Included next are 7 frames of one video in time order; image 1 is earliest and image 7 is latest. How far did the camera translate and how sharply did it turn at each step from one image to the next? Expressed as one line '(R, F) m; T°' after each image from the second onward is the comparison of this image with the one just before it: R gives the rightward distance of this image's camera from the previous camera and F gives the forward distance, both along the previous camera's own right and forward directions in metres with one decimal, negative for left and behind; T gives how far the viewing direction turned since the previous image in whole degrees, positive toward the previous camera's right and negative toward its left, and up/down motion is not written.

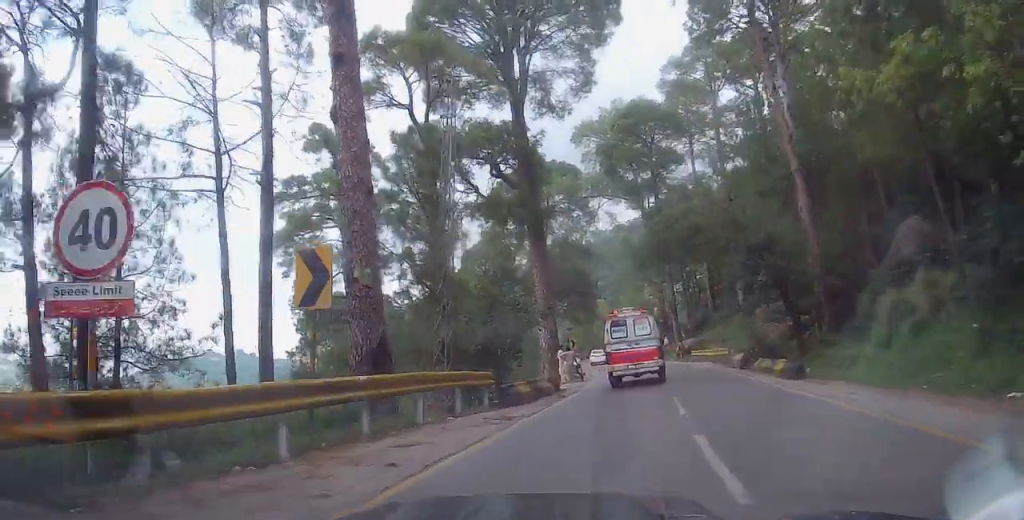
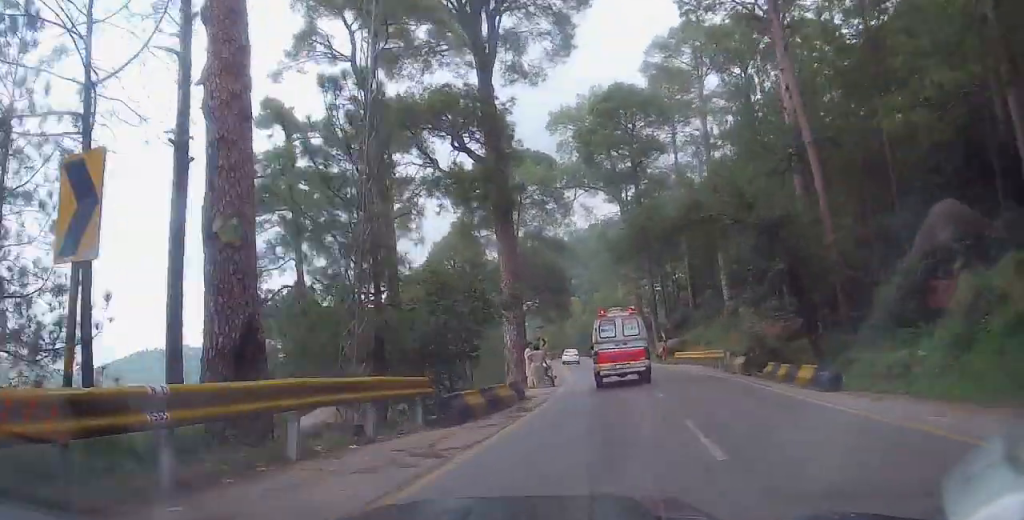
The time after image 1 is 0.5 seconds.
(+0.2, +4.4) m; +1°
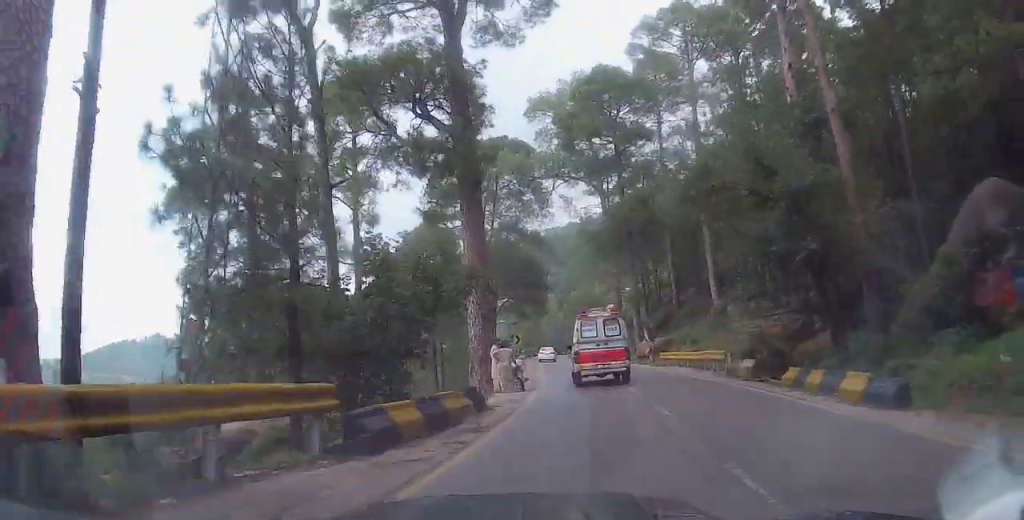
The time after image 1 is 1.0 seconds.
(-0.2, +3.8) m; 0°
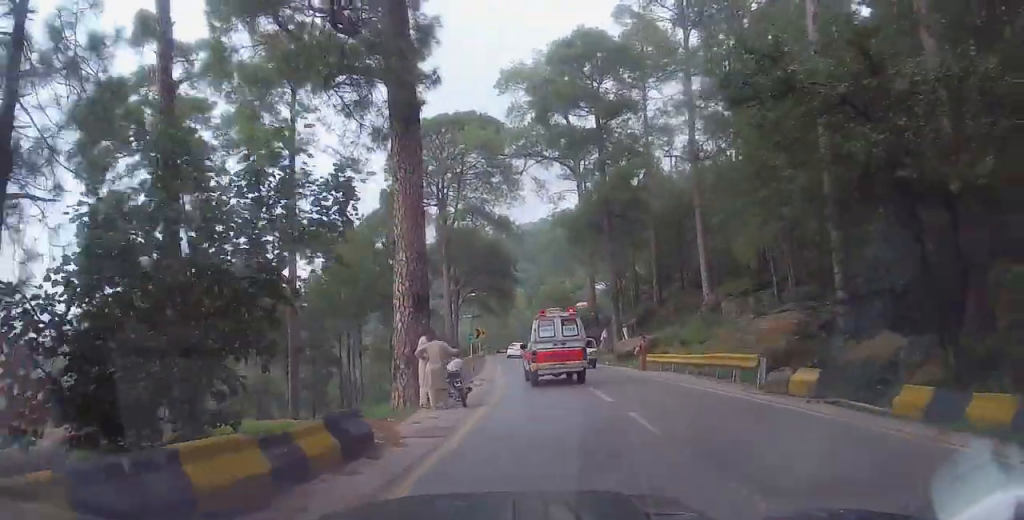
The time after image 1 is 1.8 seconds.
(0.0, +6.8) m; +2°
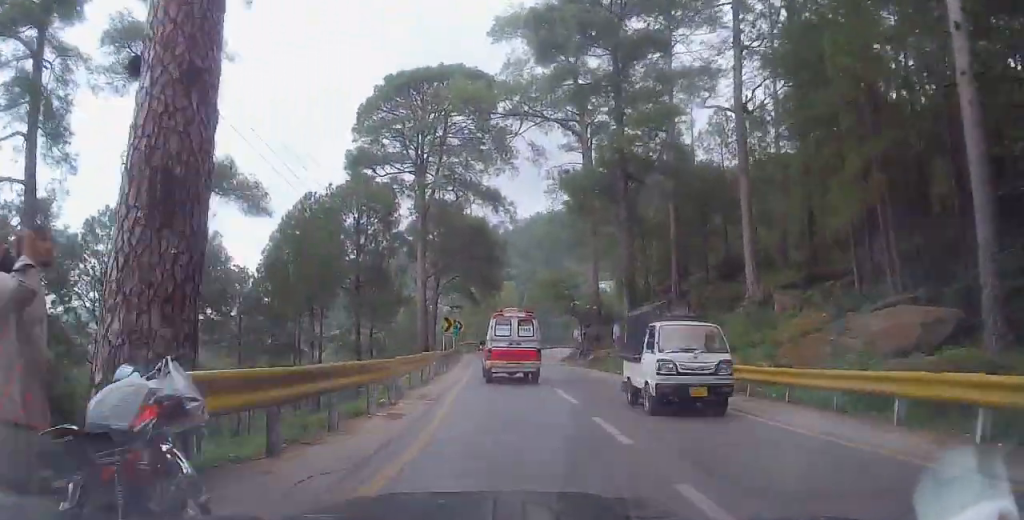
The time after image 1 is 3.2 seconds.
(+0.6, +11.1) m; +1°
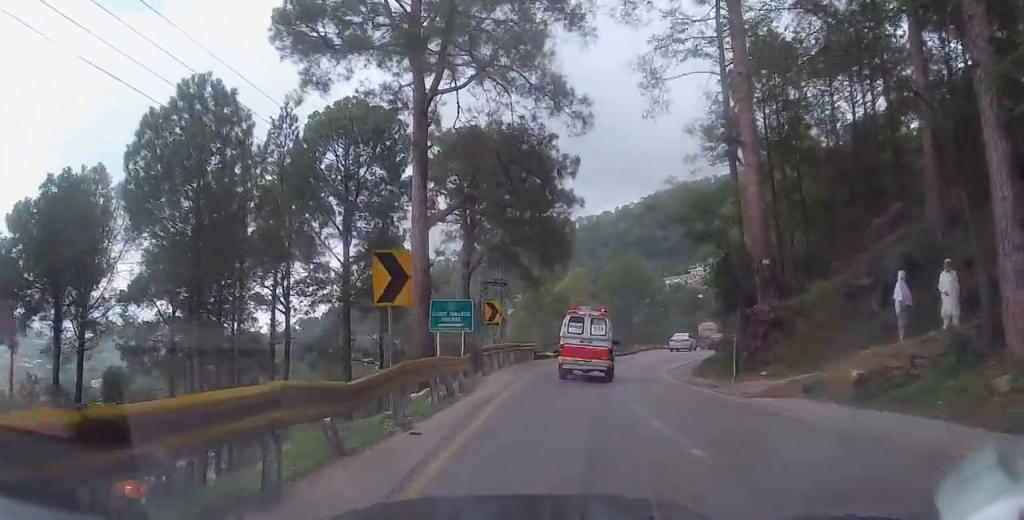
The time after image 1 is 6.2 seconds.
(+0.6, +26.1) m; 0°
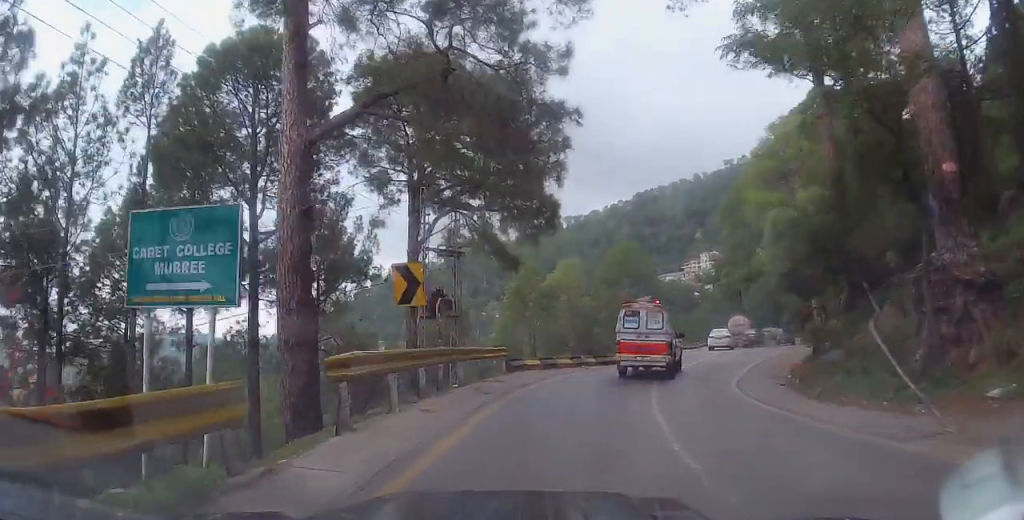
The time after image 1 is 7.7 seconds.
(+0.1, +13.1) m; +2°
